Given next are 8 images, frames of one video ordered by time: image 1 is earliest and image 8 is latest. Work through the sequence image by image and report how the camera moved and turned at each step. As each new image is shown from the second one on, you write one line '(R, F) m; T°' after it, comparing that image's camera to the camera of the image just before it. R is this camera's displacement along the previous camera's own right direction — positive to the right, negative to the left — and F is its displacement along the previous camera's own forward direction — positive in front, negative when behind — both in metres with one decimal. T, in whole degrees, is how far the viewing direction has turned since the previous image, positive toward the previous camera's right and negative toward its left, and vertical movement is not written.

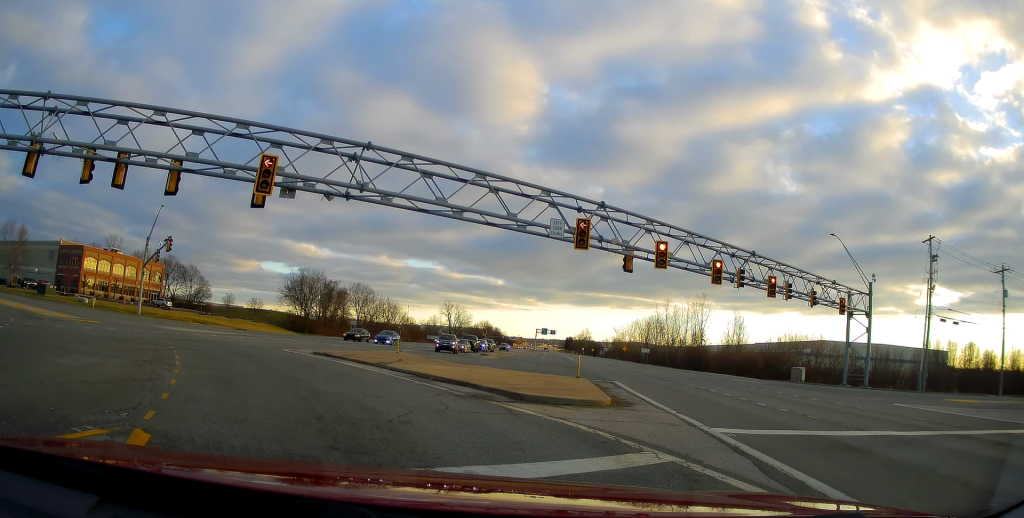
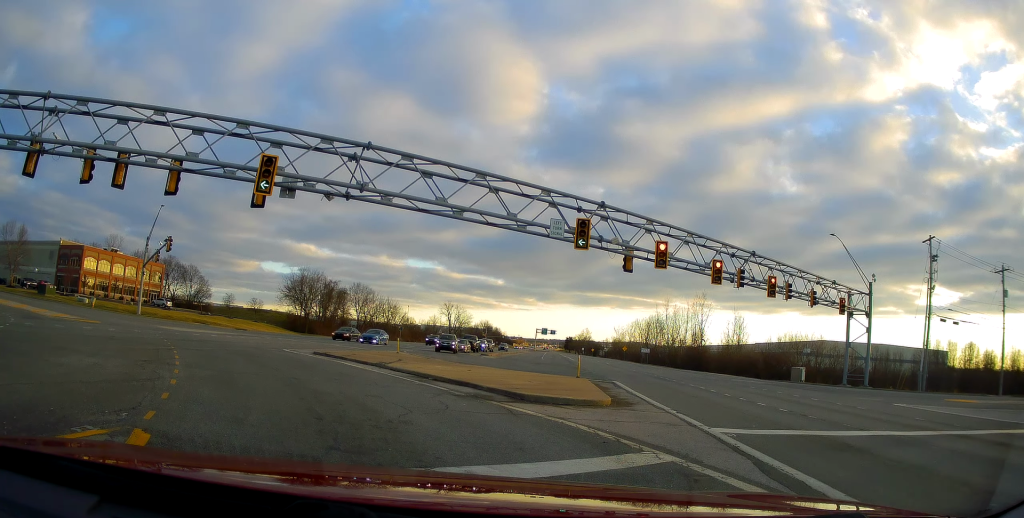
(0.0, 0.0) m; 0°
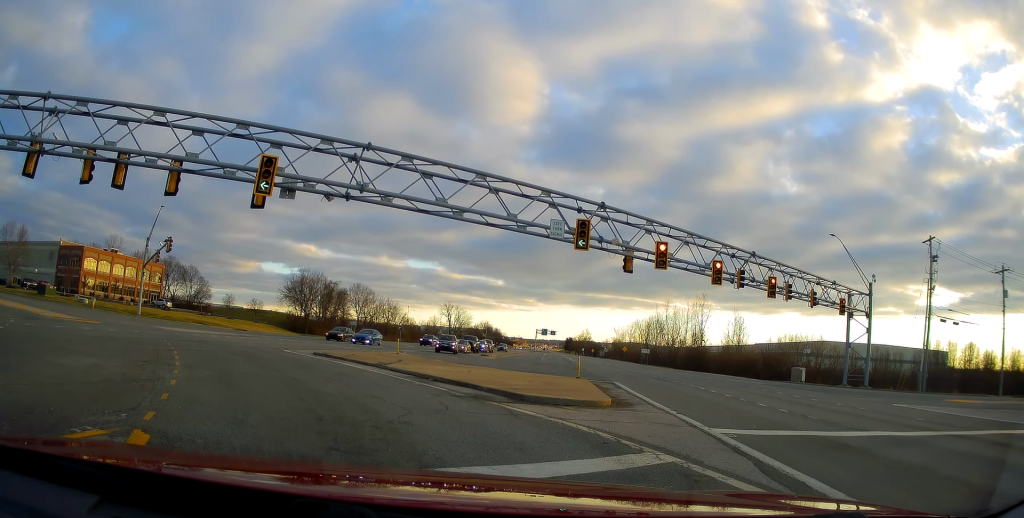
(0.0, 0.0) m; 0°
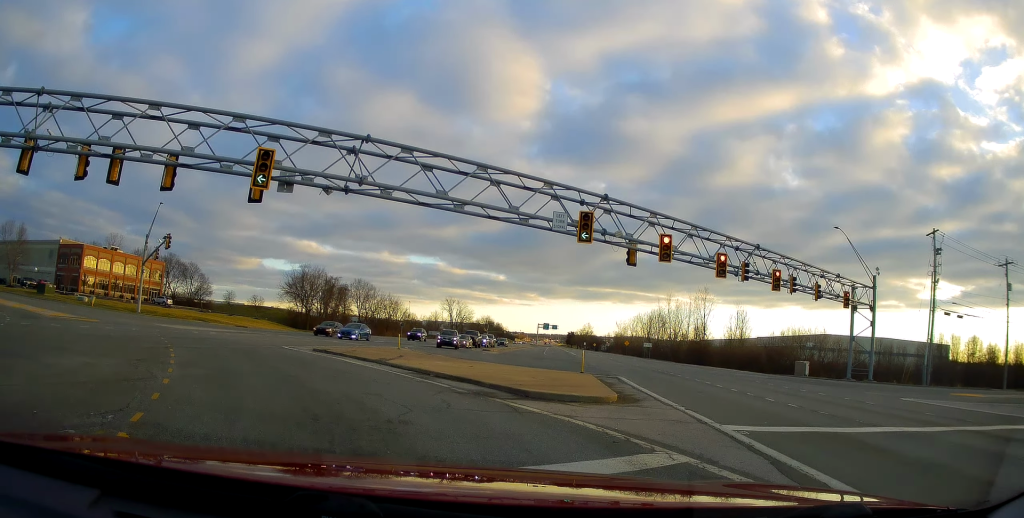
(0.0, 0.0) m; 0°
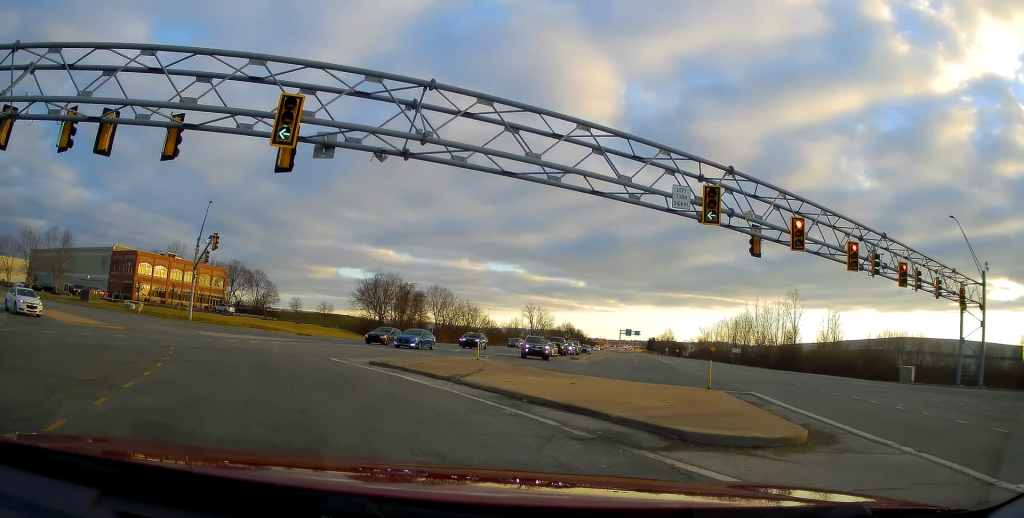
(+0.2, +0.4) m; 0°
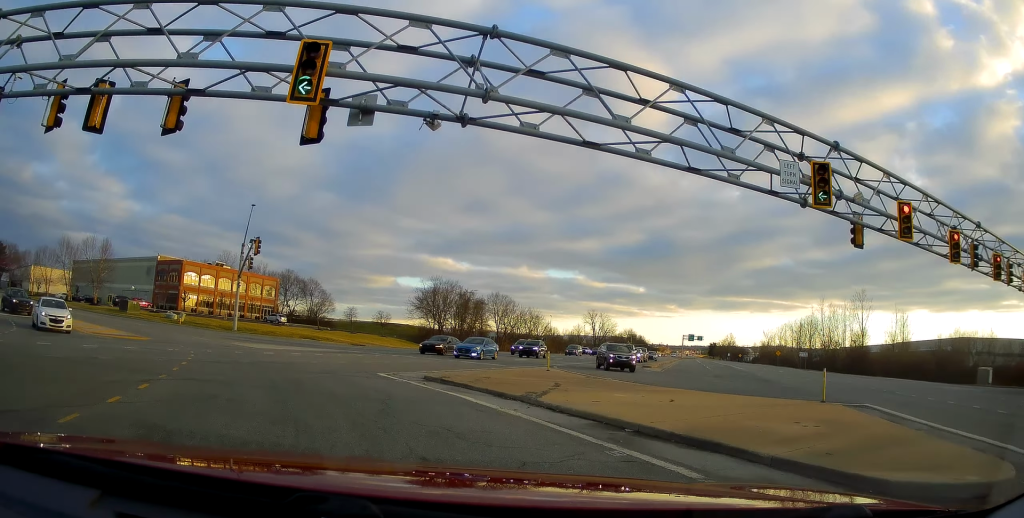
(+0.1, +1.3) m; 0°
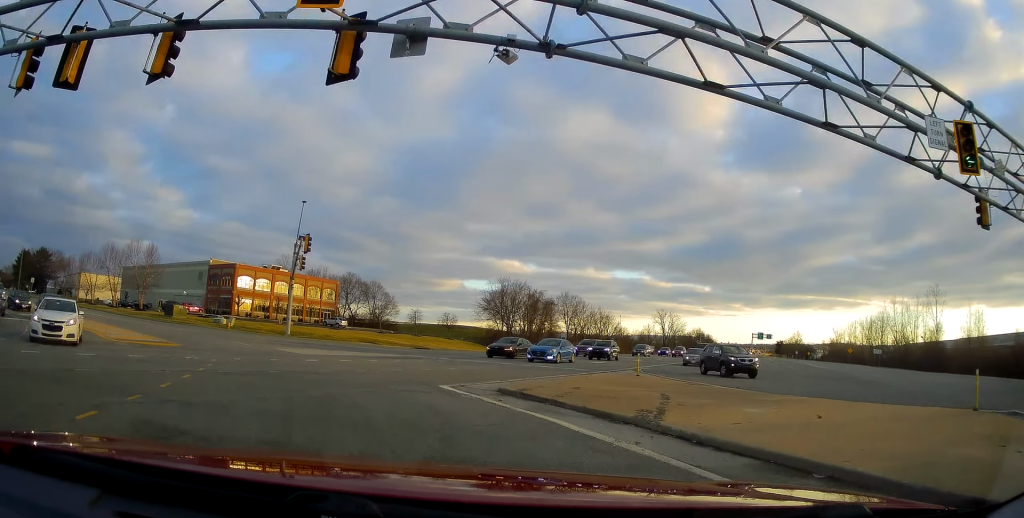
(-0.2, +2.8) m; +1°
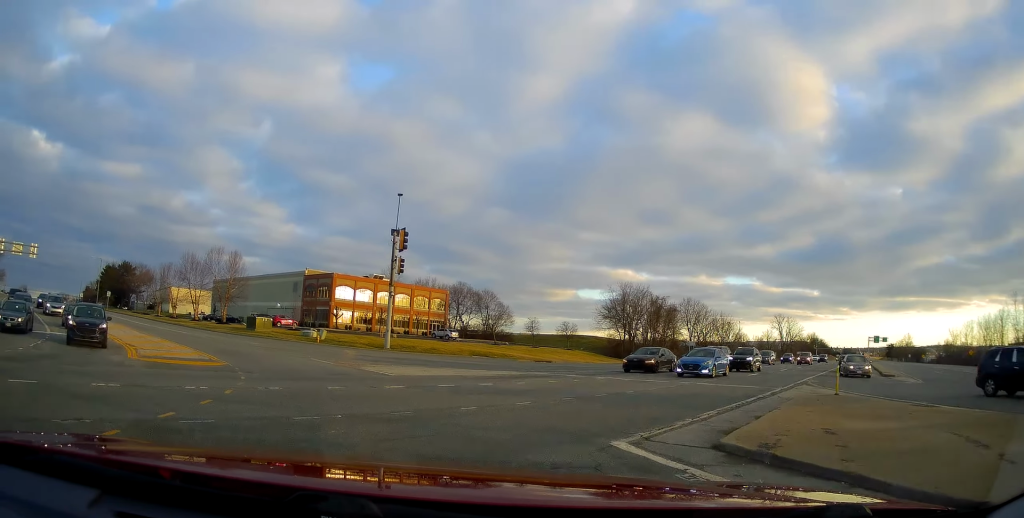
(+0.2, +5.8) m; +5°
